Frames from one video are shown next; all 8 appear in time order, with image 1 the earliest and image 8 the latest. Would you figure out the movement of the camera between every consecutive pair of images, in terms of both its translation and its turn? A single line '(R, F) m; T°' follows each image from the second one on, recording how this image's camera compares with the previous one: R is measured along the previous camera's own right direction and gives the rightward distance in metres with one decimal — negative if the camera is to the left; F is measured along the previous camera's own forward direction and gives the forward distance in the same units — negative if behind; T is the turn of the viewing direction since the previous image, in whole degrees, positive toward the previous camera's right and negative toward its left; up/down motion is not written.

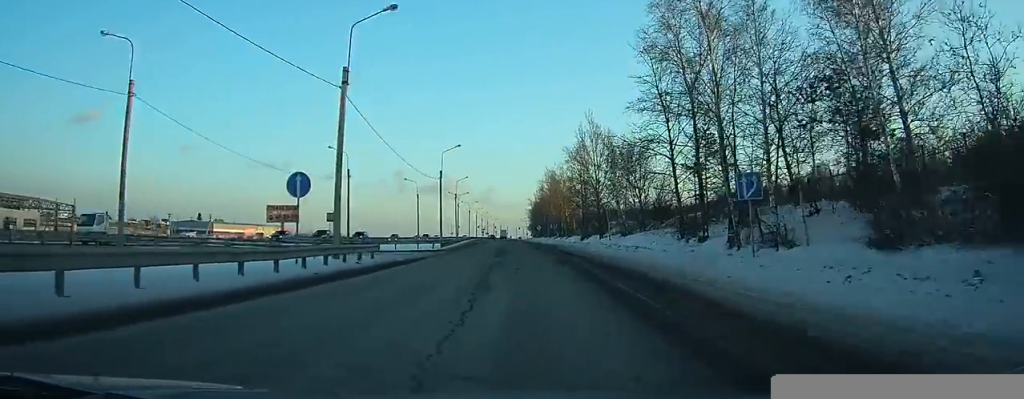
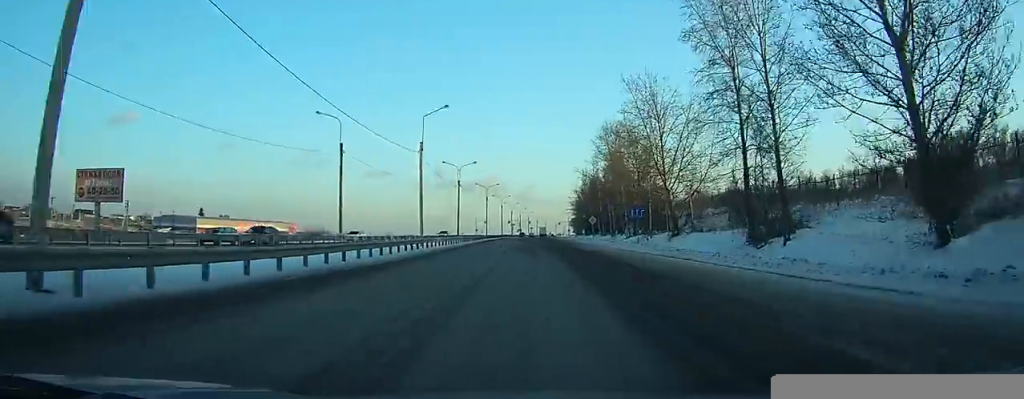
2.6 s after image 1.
(-0.3, +55.5) m; -2°
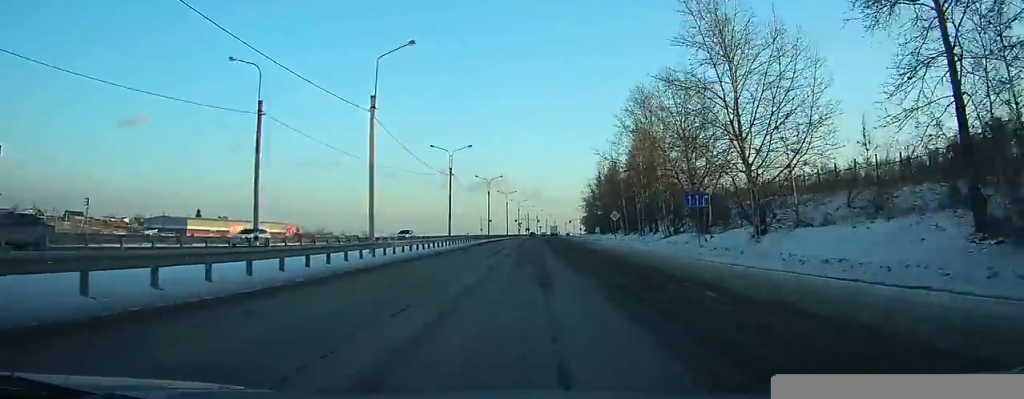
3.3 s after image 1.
(-0.1, +15.9) m; -1°
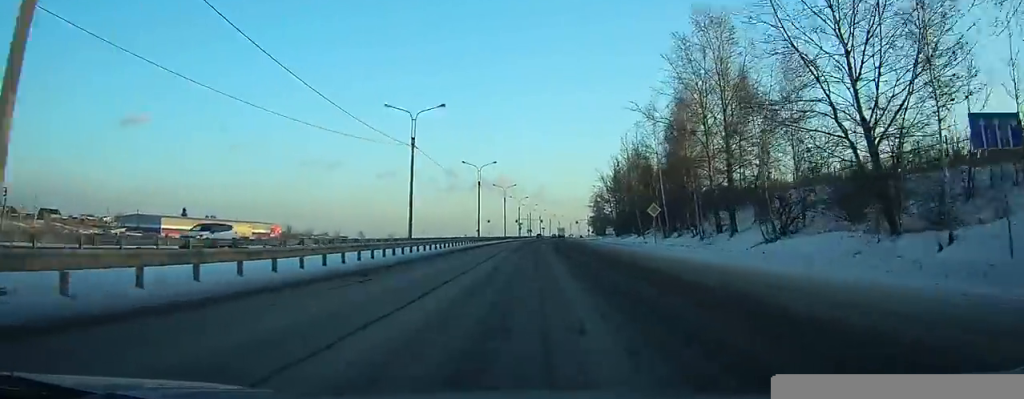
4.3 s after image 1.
(-0.4, +22.4) m; -2°
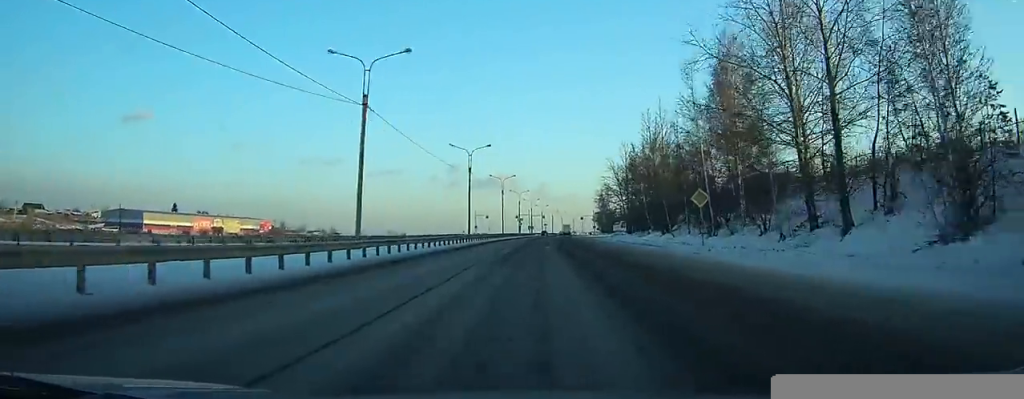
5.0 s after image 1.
(-0.1, +13.7) m; 0°
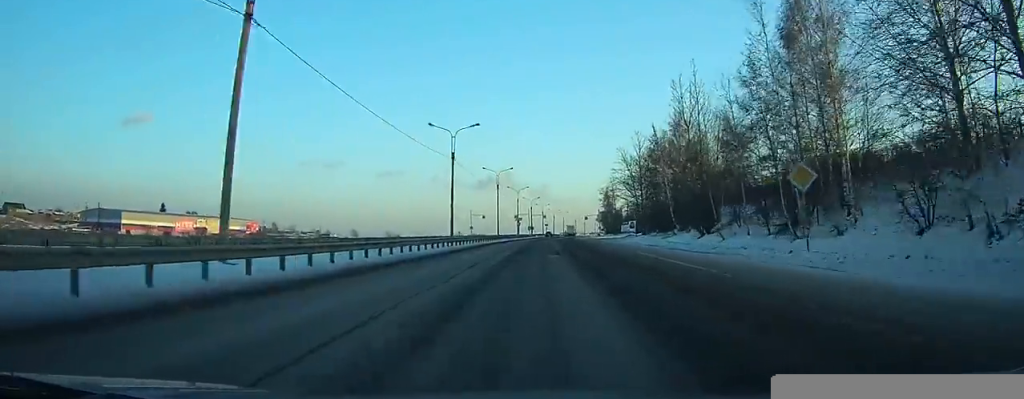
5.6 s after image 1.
(-0.1, +14.4) m; 0°
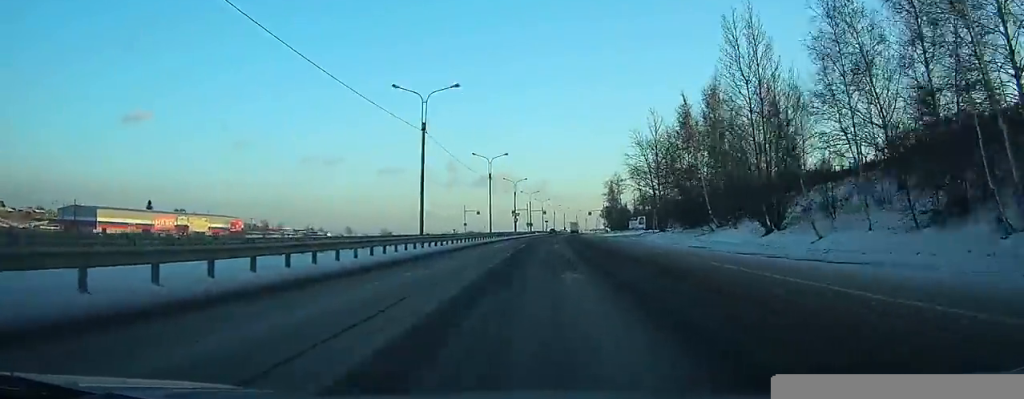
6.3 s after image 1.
(0.0, +14.3) m; 0°
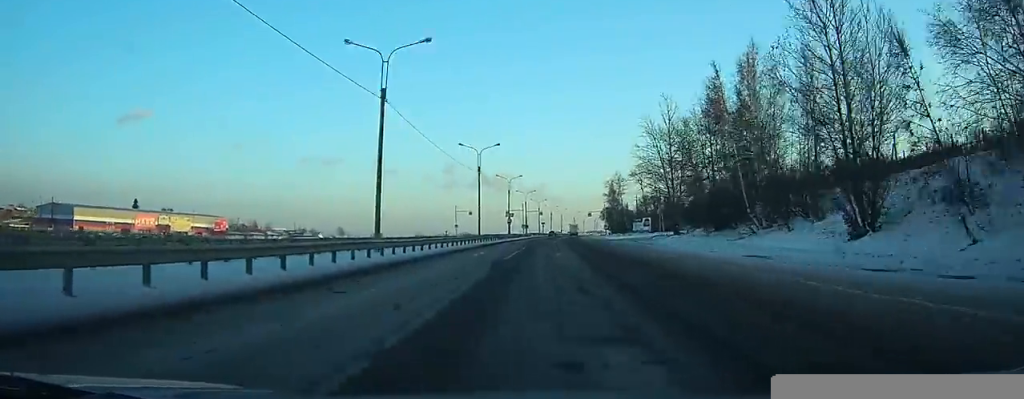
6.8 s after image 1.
(0.0, +10.6) m; 0°
